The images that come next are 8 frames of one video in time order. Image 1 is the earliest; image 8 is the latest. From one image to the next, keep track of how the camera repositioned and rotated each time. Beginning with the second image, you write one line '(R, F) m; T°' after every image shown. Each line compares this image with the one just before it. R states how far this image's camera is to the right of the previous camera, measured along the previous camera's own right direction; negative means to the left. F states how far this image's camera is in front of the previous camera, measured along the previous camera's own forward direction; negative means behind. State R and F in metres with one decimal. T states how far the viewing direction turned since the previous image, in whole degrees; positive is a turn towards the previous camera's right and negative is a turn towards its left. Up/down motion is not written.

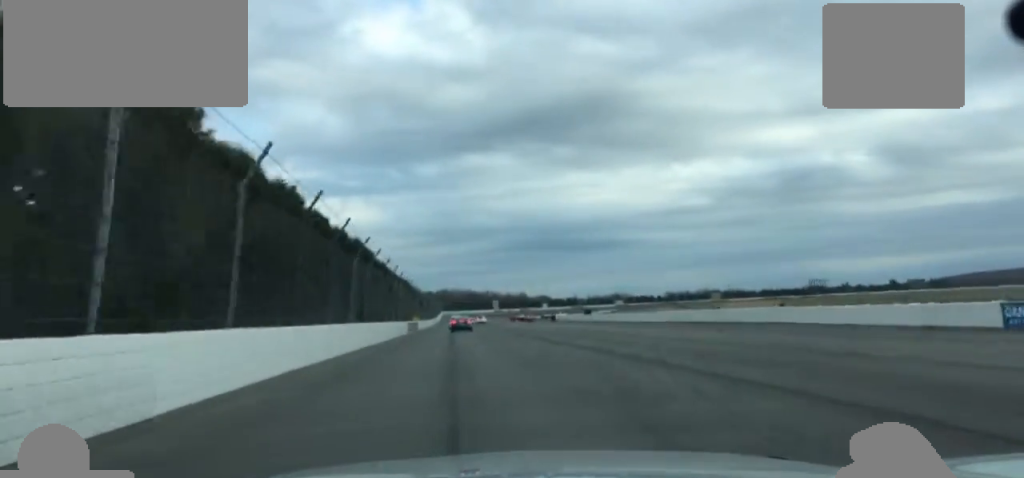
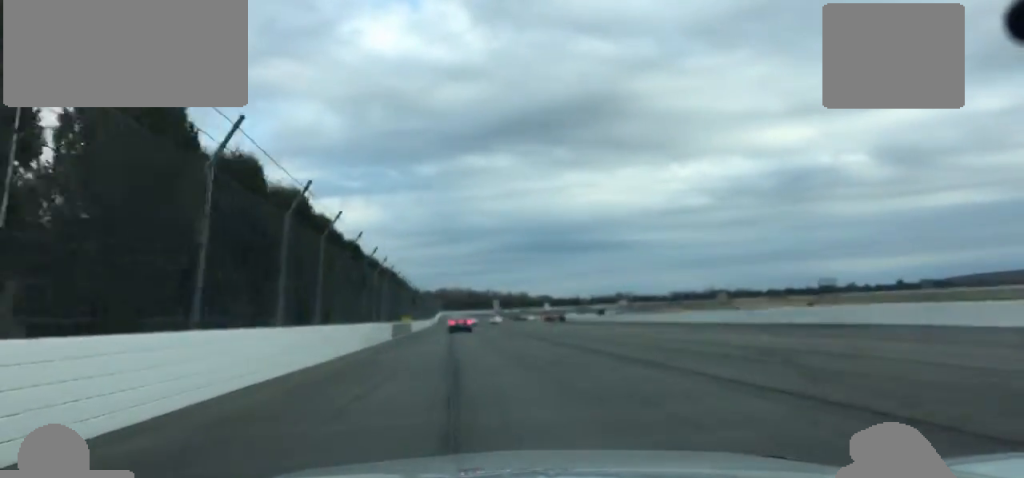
(0.0, +17.9) m; 0°
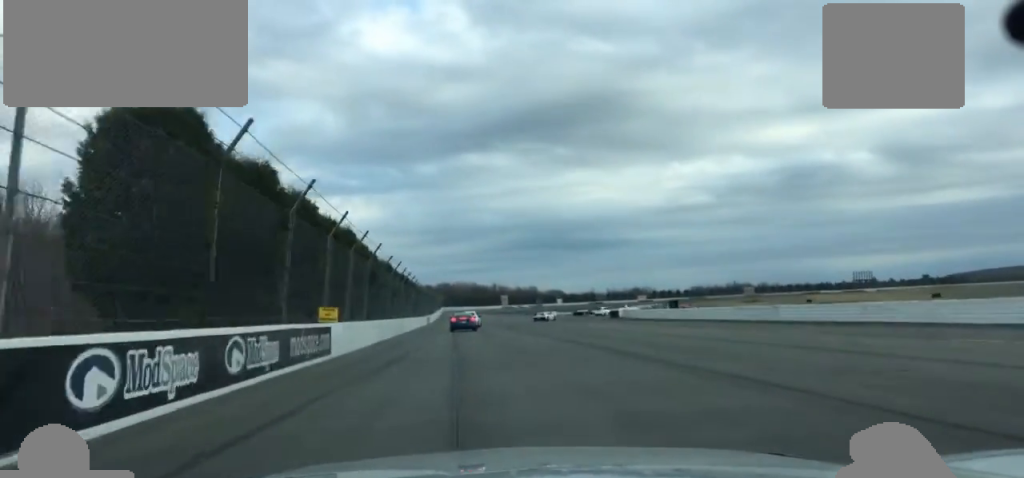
(+0.1, +55.7) m; 0°
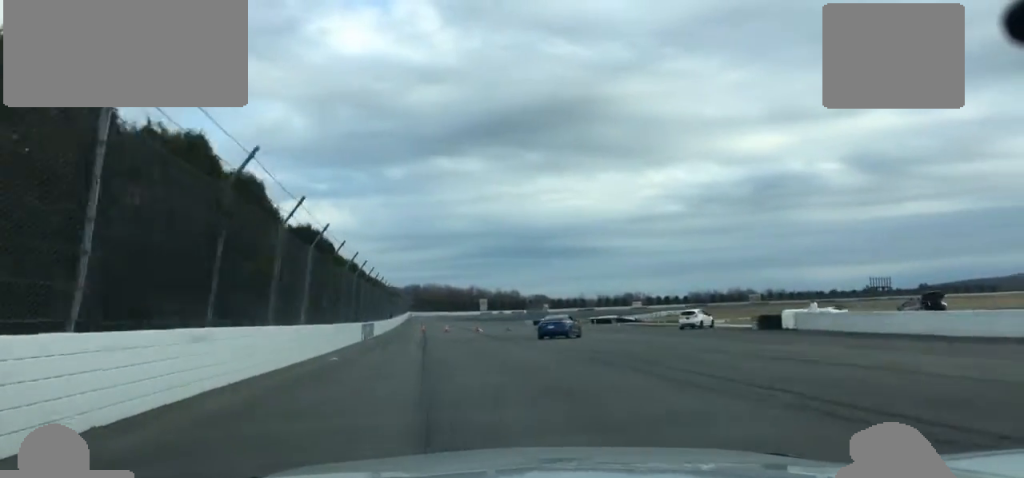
(-0.6, +65.0) m; +3°
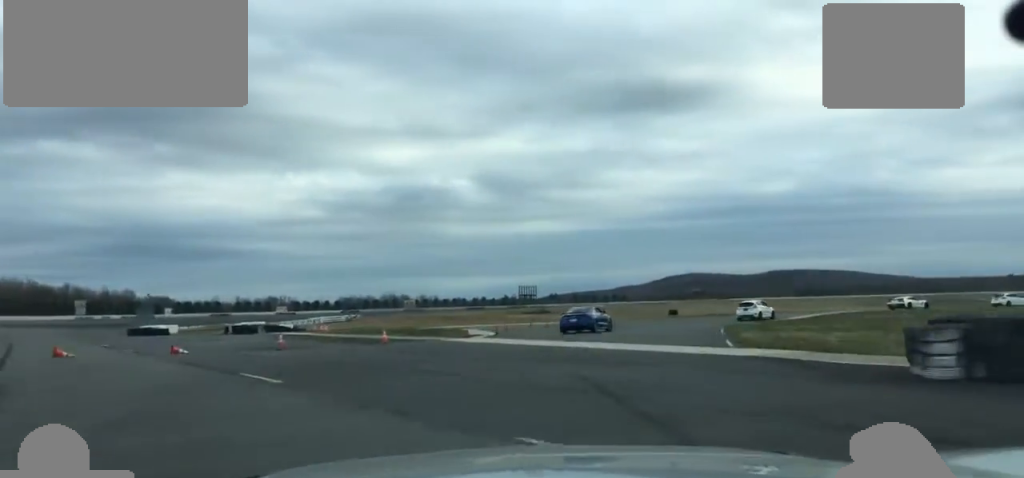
(+8.7, +46.7) m; +24°
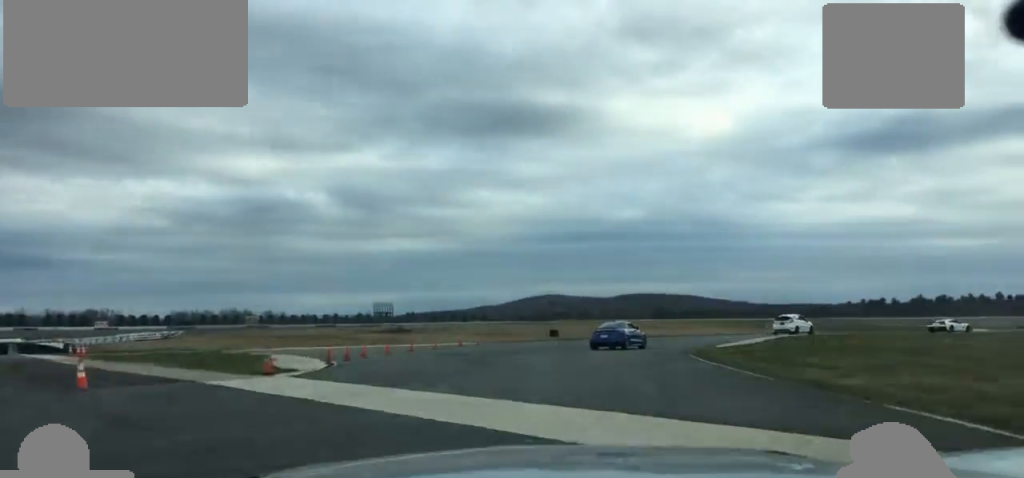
(+2.1, +17.8) m; +11°
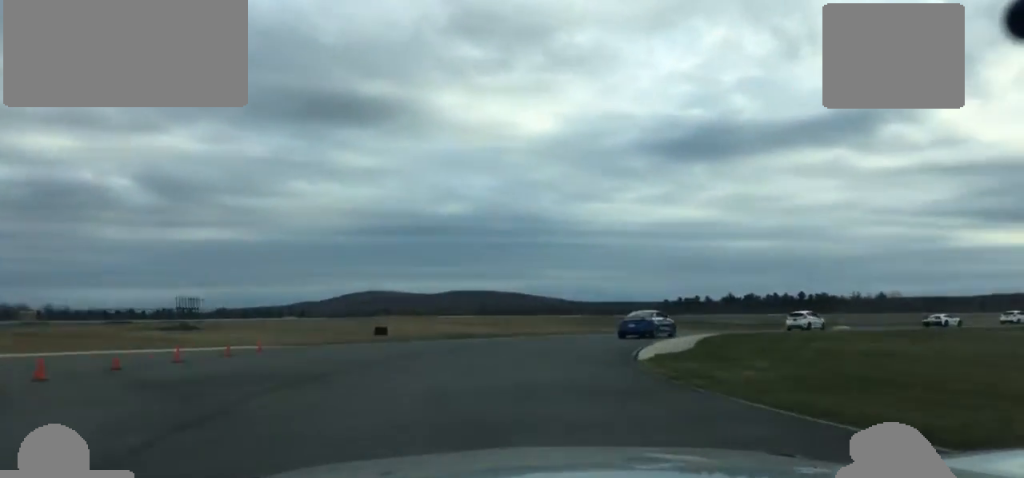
(+1.4, +17.5) m; +10°
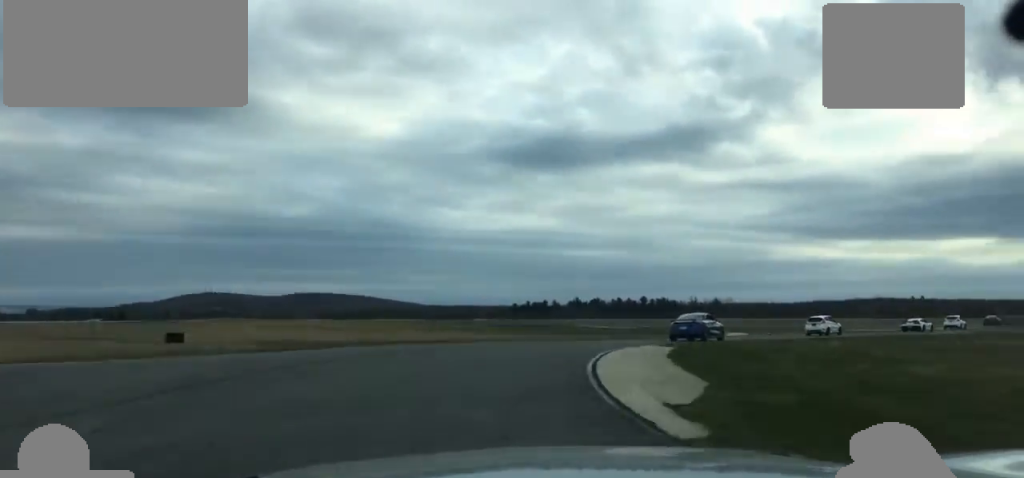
(+0.8, +16.5) m; +10°
